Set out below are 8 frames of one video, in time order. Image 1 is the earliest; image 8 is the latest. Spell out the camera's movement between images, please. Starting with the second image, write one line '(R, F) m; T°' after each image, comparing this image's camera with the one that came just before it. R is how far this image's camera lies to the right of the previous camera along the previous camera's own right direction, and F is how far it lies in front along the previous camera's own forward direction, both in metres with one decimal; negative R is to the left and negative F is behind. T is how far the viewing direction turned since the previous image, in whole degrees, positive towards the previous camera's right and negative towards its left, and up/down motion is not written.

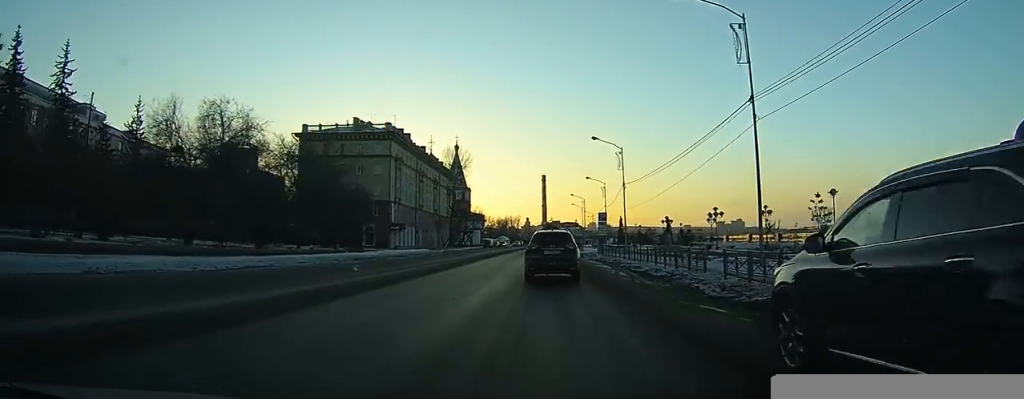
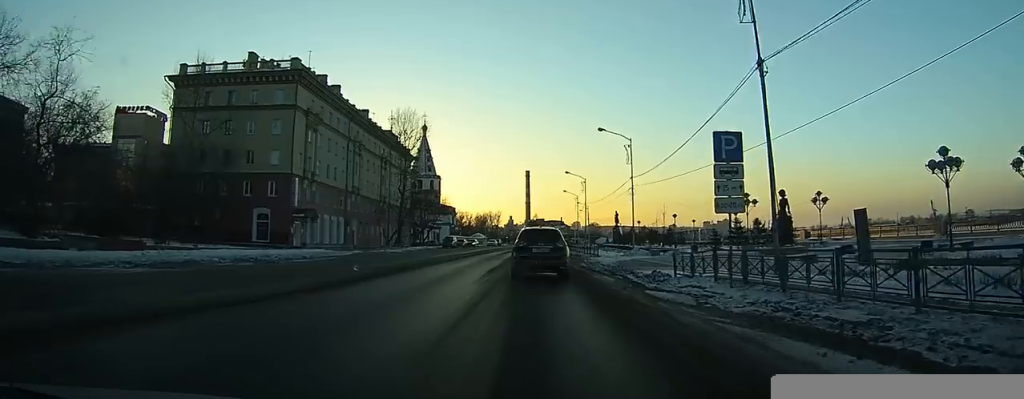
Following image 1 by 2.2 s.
(+0.4, +33.5) m; +1°
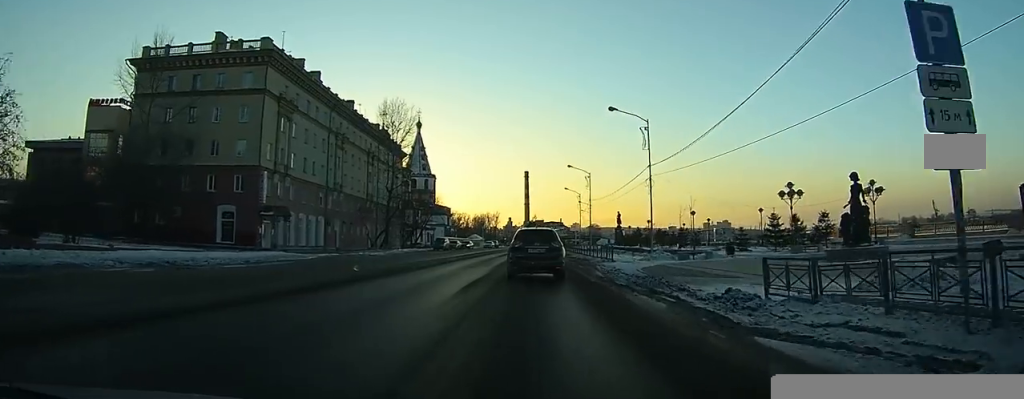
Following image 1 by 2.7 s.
(0.0, +7.7) m; 0°
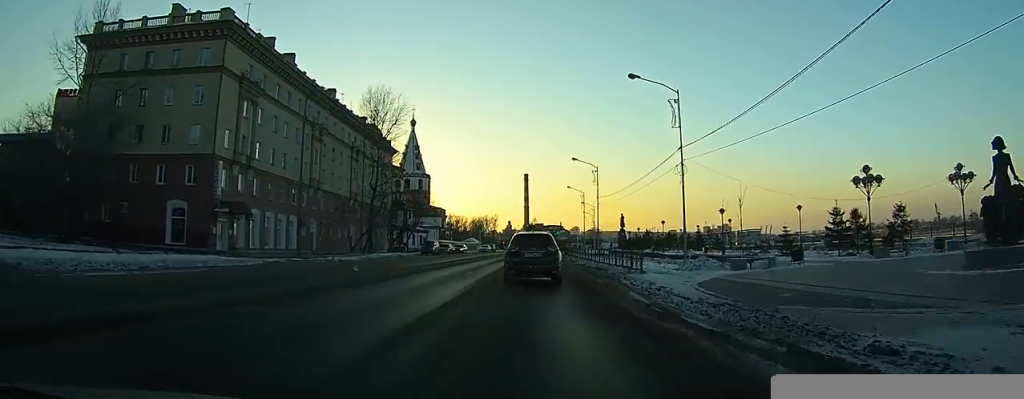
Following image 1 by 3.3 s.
(0.0, +8.8) m; 0°
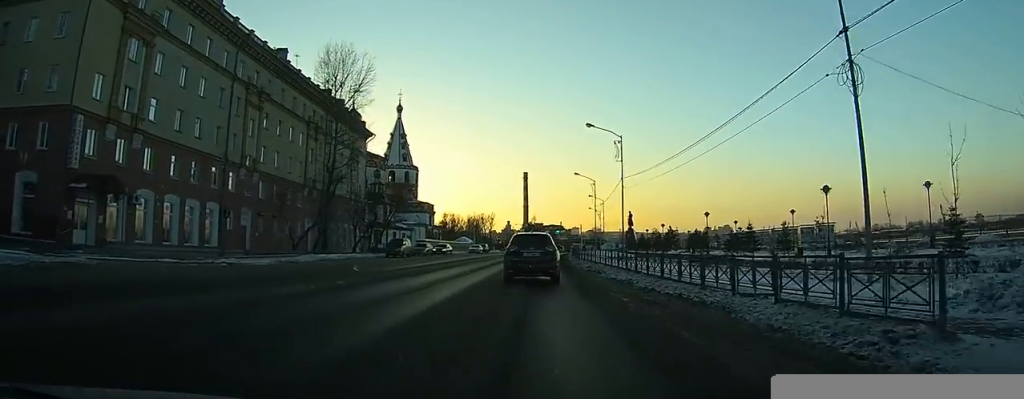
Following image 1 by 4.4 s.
(+0.1, +17.5) m; 0°
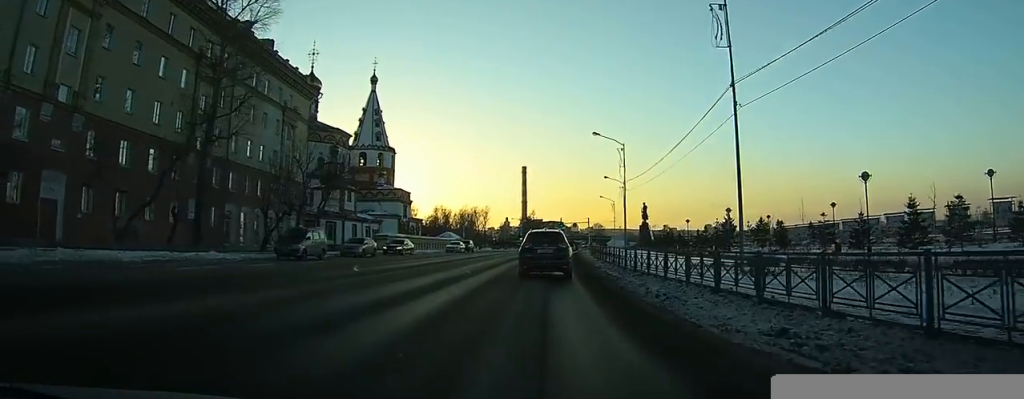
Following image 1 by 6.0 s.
(-0.1, +25.0) m; 0°
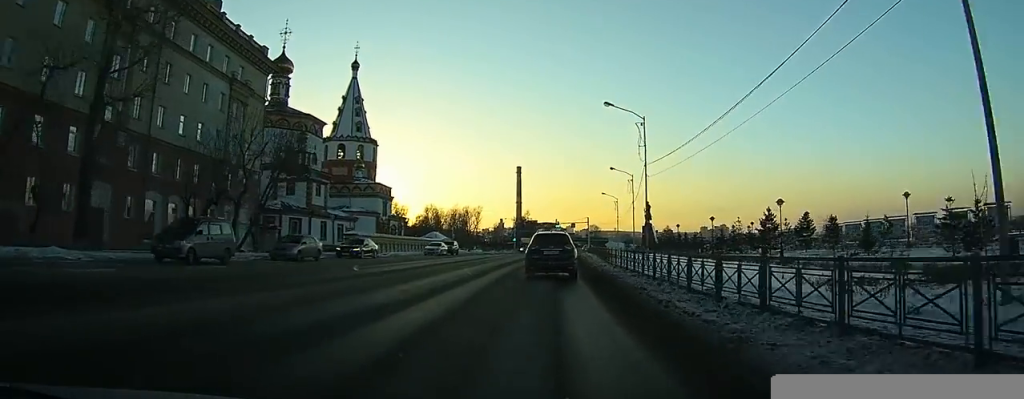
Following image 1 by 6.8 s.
(0.0, +11.2) m; 0°
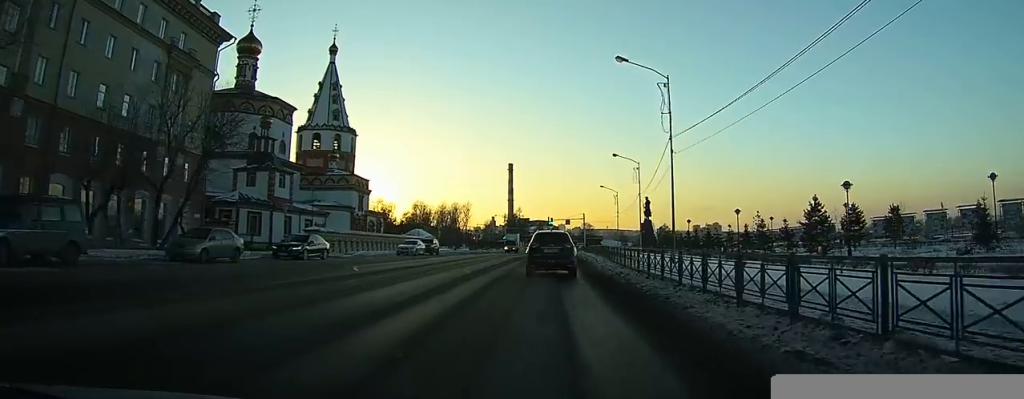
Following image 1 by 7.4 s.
(0.0, +9.1) m; 0°
